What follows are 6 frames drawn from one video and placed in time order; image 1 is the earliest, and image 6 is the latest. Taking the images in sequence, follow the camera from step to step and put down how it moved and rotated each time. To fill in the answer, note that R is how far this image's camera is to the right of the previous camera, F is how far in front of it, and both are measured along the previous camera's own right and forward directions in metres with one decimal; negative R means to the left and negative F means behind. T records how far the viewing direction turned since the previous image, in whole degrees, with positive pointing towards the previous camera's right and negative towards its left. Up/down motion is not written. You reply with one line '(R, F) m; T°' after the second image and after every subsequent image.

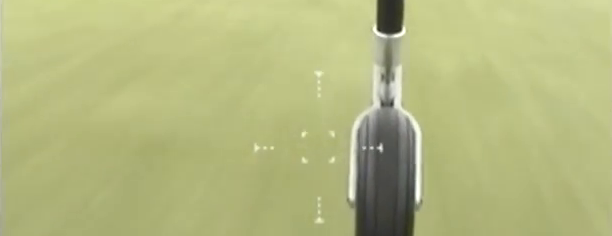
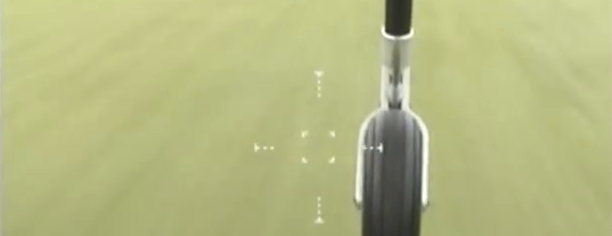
(0.0, +10.4) m; 0°
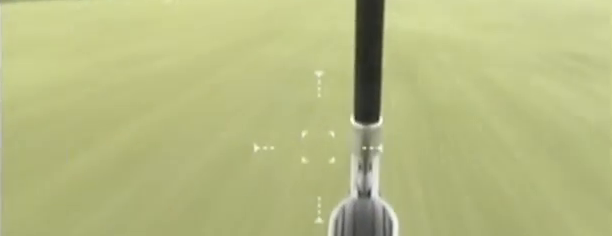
(+0.1, +28.2) m; 0°
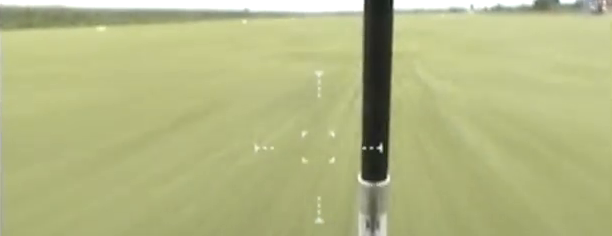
(0.0, +10.9) m; 0°
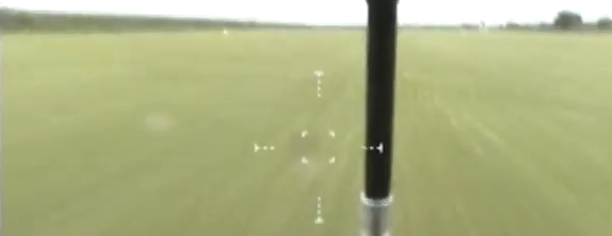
(-0.1, +17.1) m; 0°
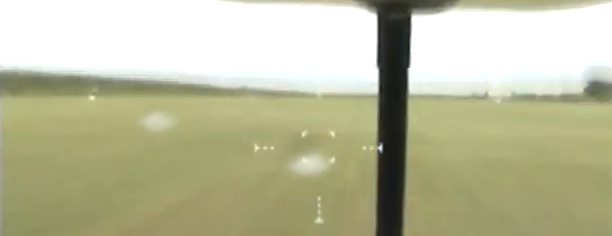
(-0.1, +36.7) m; 0°
